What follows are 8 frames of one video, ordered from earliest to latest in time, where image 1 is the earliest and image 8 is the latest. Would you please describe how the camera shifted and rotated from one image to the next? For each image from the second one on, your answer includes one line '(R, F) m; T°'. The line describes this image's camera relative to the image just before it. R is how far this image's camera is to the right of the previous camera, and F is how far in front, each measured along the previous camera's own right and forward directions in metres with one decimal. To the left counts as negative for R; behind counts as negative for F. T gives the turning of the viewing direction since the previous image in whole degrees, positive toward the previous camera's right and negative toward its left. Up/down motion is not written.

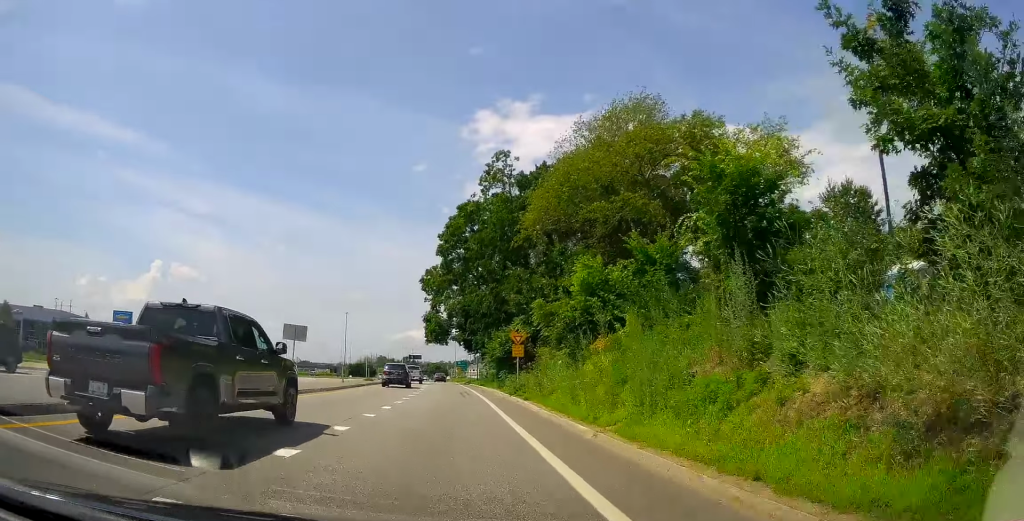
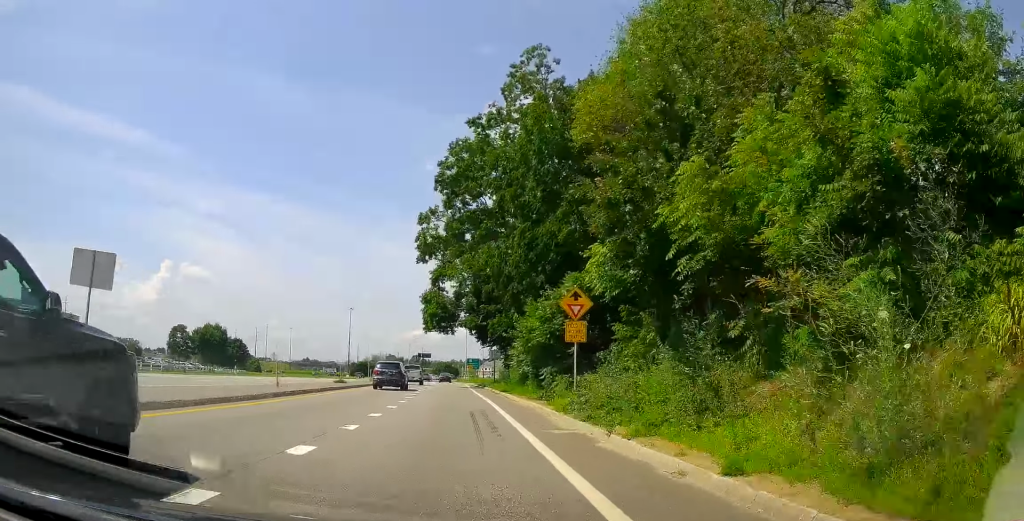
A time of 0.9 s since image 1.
(+0.1, +17.5) m; -1°
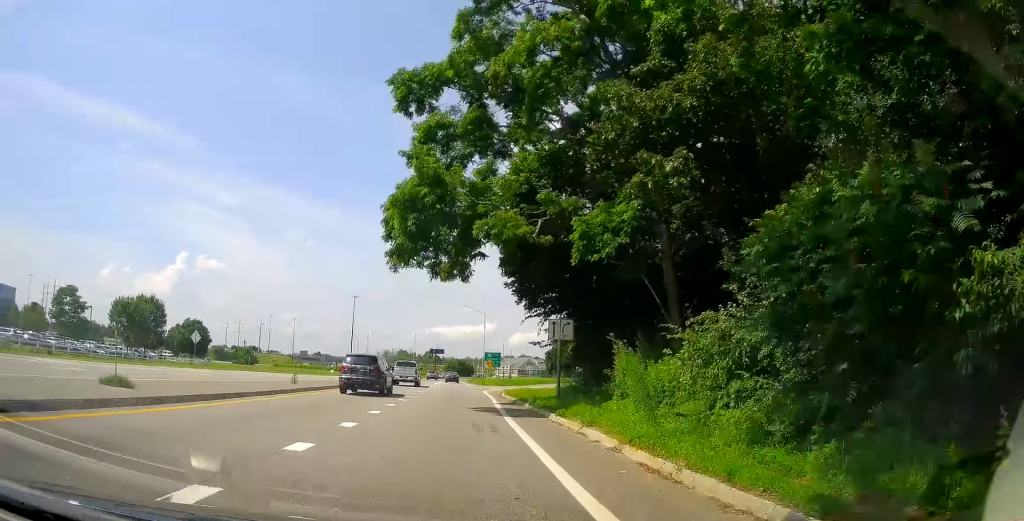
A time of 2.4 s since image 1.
(-0.6, +29.1) m; -1°
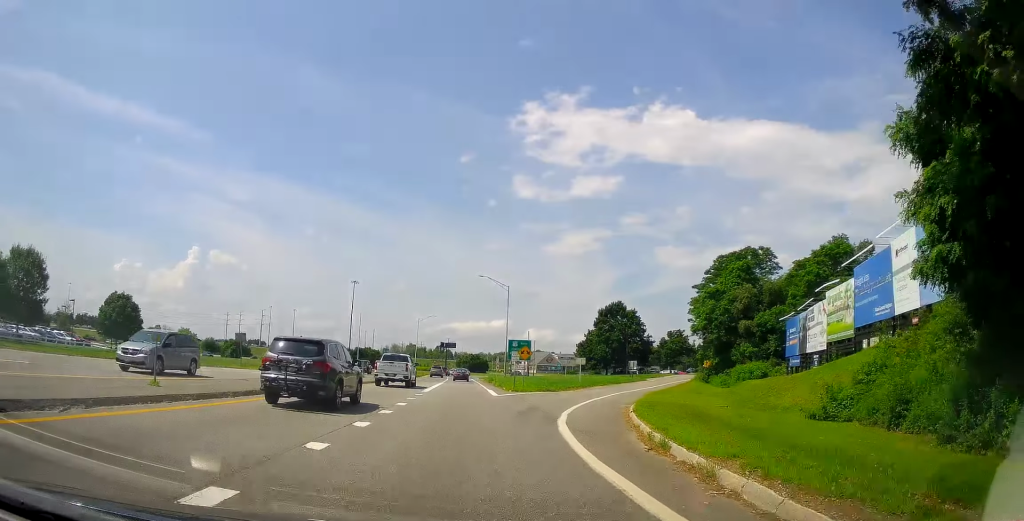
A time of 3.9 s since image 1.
(0.0, +31.3) m; -1°
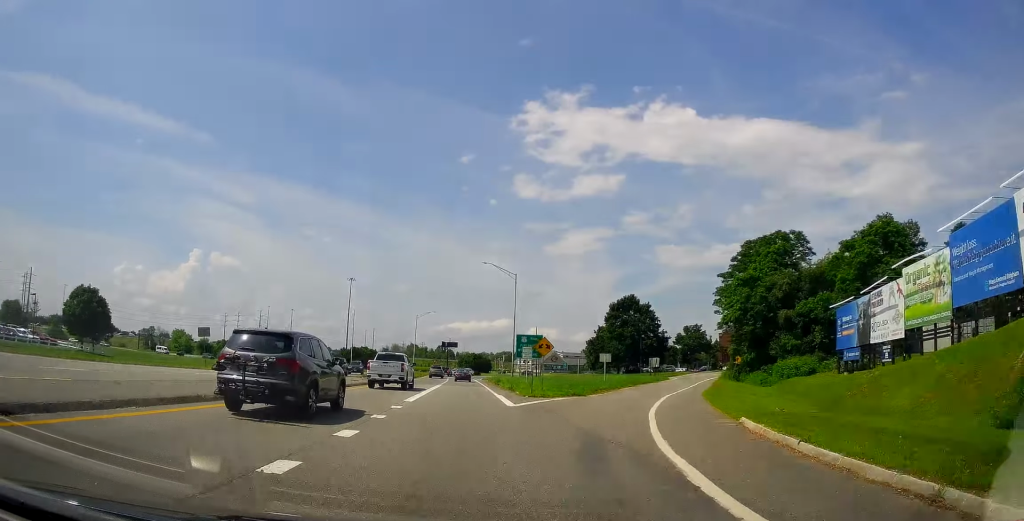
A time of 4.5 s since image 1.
(-0.1, +10.2) m; -1°
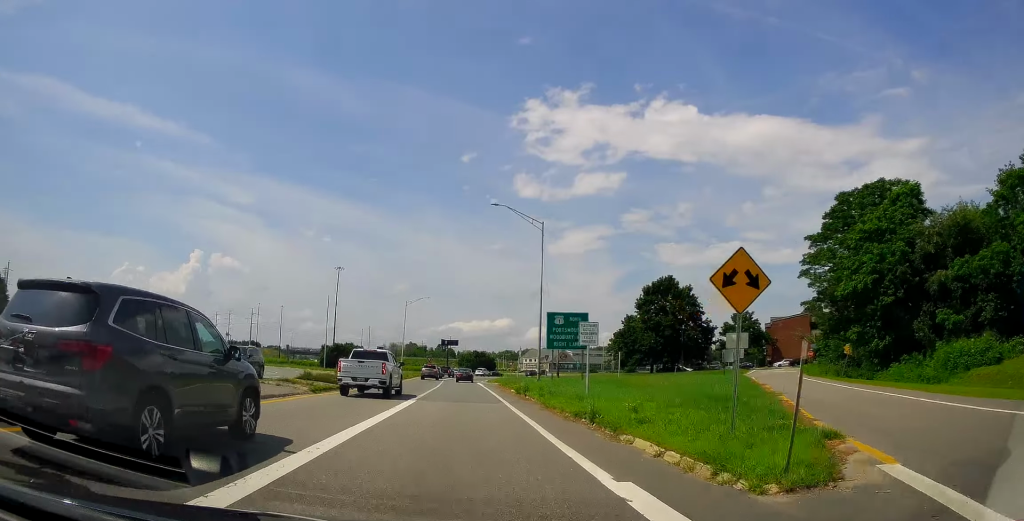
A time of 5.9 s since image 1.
(-0.3, +25.0) m; -1°
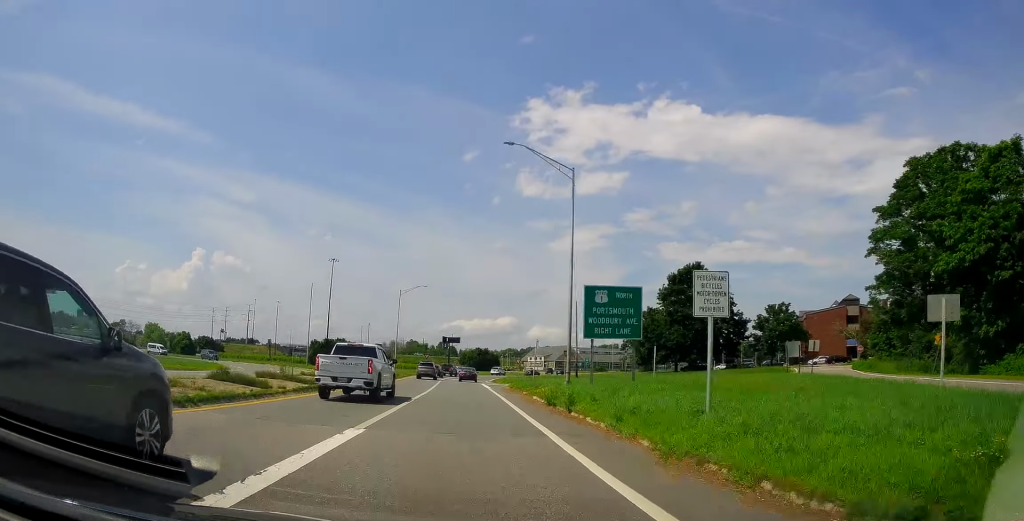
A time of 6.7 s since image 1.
(0.0, +12.2) m; 0°
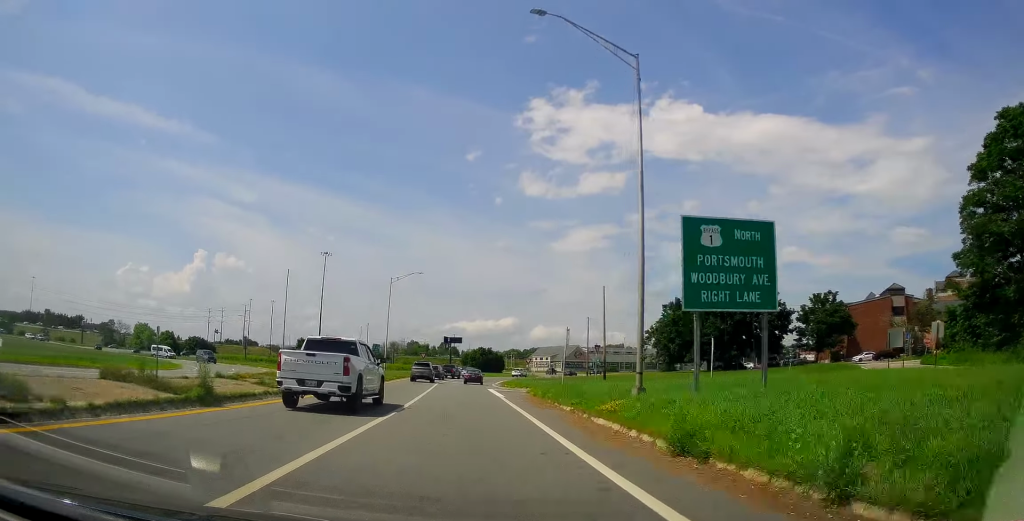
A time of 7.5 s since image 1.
(0.0, +12.8) m; 0°
